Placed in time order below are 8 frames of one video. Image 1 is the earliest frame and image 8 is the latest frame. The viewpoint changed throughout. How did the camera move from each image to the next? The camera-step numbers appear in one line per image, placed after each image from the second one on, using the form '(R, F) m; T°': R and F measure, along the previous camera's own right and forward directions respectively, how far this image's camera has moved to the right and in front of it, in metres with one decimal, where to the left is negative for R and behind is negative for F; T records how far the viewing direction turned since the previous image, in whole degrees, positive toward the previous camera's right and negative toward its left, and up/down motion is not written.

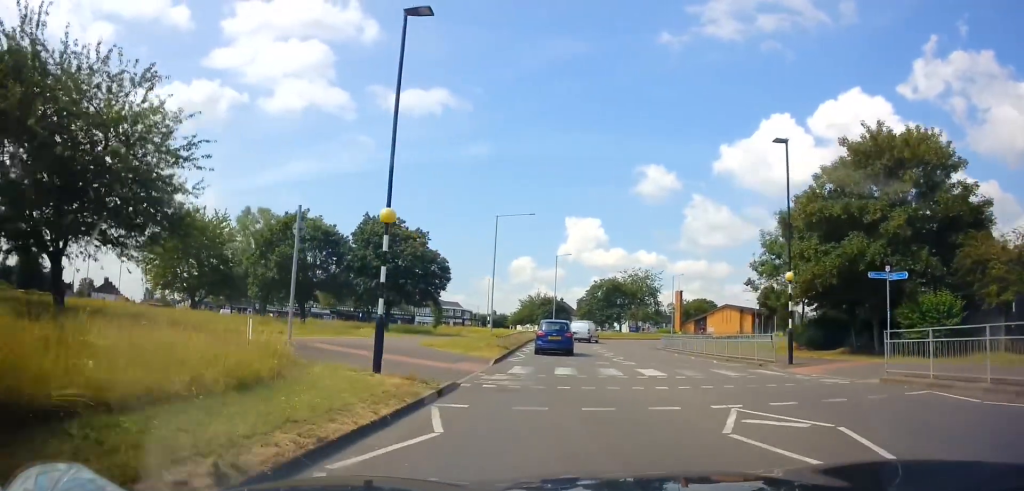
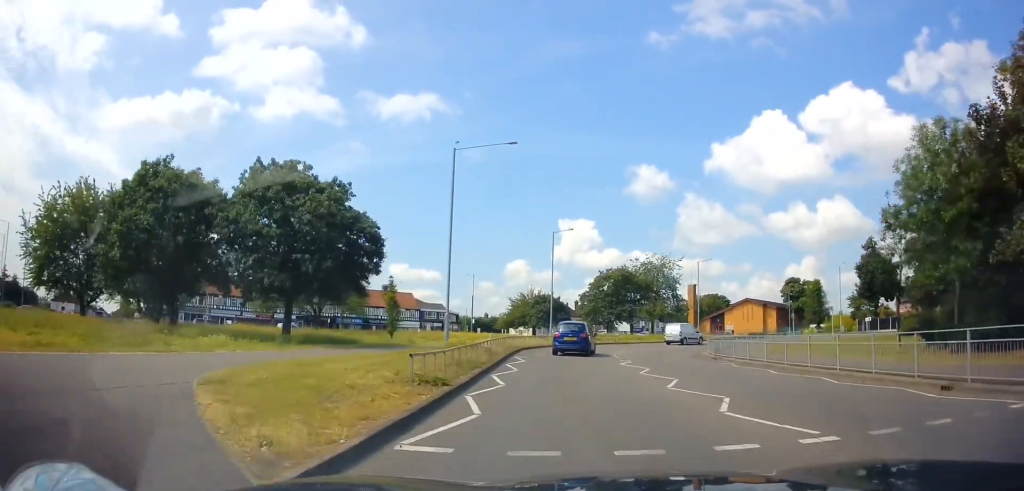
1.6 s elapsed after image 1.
(-0.6, +14.6) m; -2°
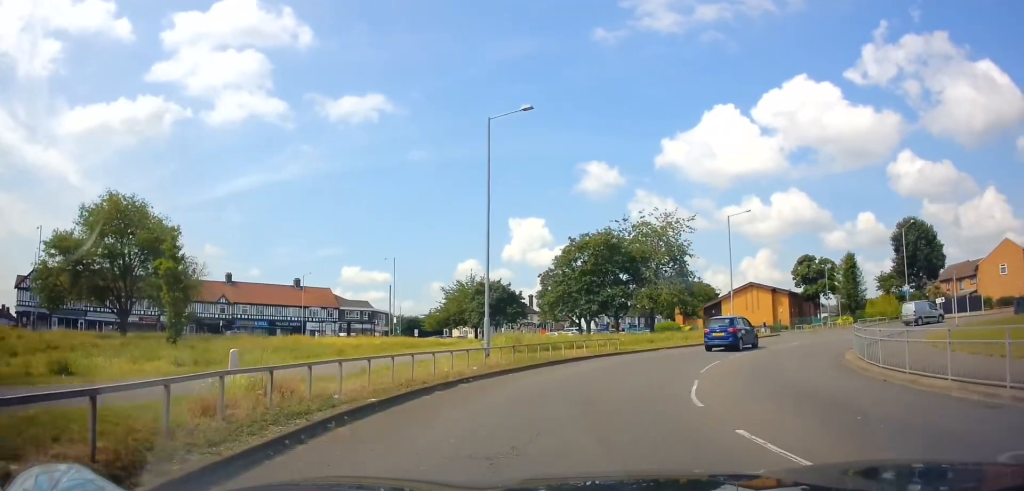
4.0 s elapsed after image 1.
(+0.4, +22.7) m; +6°
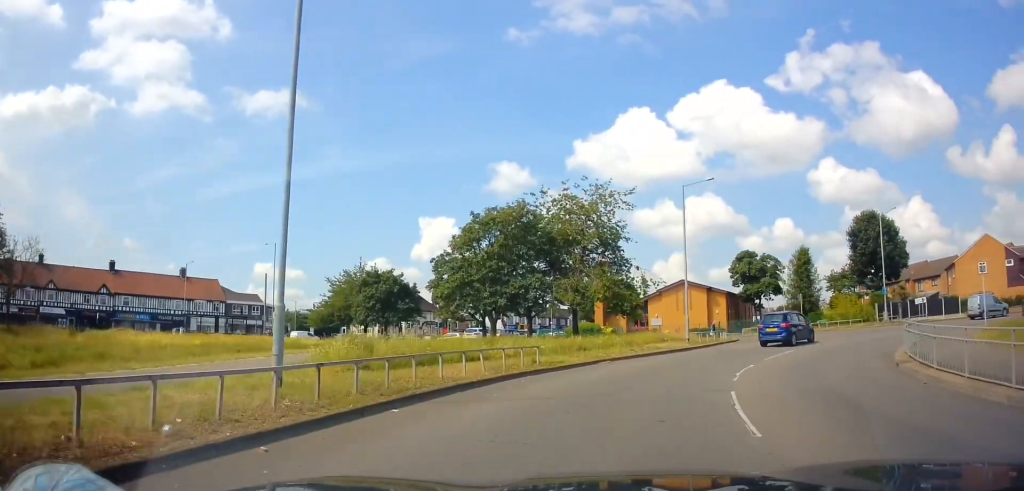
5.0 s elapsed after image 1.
(+0.6, +9.2) m; +9°
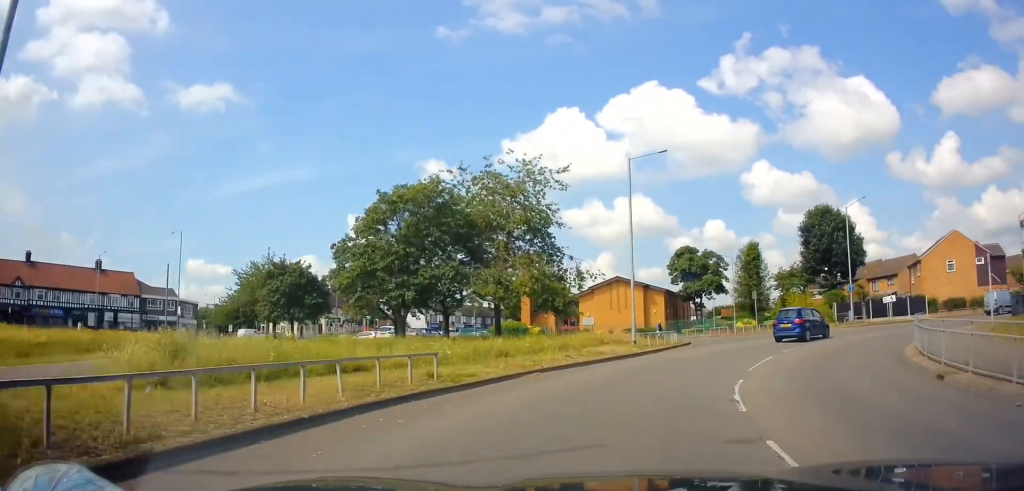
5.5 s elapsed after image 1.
(0.0, +4.6) m; +6°
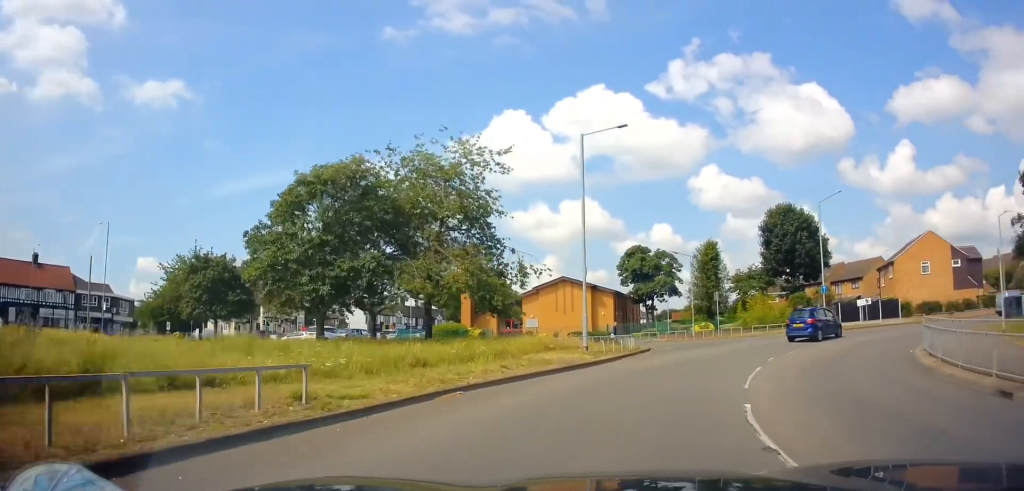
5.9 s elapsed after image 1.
(+0.4, +3.5) m; +7°
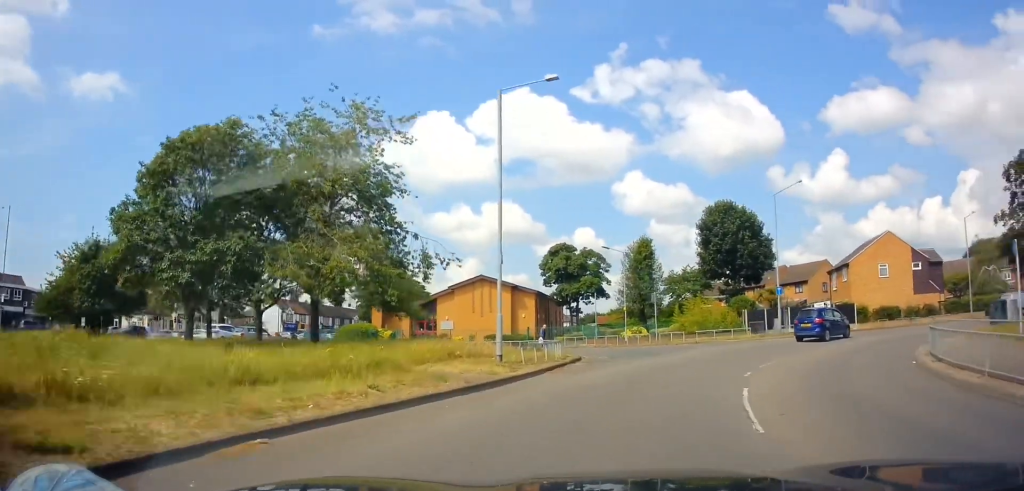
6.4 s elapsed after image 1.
(-0.1, +4.5) m; +9°
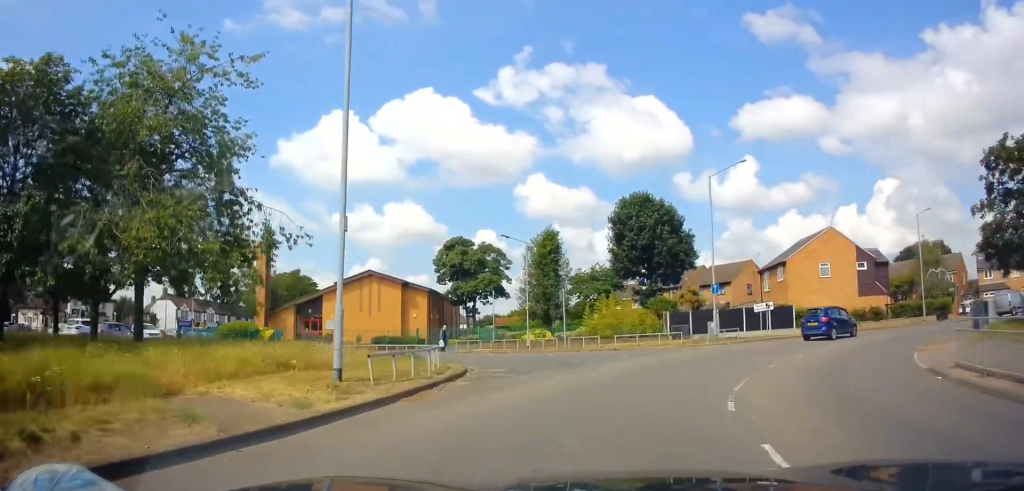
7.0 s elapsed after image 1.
(+0.9, +5.1) m; +9°
